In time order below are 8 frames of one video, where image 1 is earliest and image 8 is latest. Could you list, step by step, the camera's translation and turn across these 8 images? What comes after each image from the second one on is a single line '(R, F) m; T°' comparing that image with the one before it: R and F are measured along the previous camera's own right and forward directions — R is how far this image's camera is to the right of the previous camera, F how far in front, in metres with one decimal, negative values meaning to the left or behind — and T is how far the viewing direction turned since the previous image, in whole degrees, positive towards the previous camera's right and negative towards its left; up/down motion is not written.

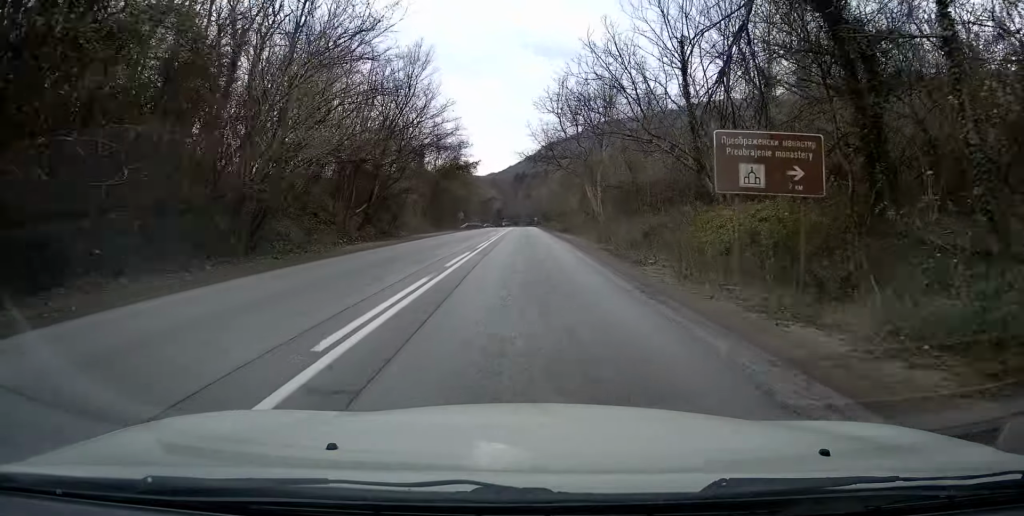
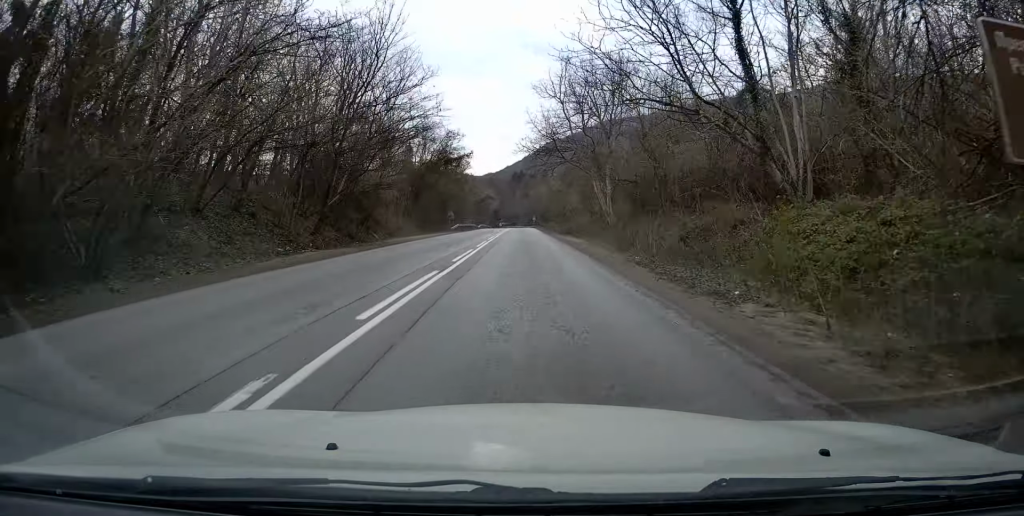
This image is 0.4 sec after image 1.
(-0.1, +7.3) m; -1°
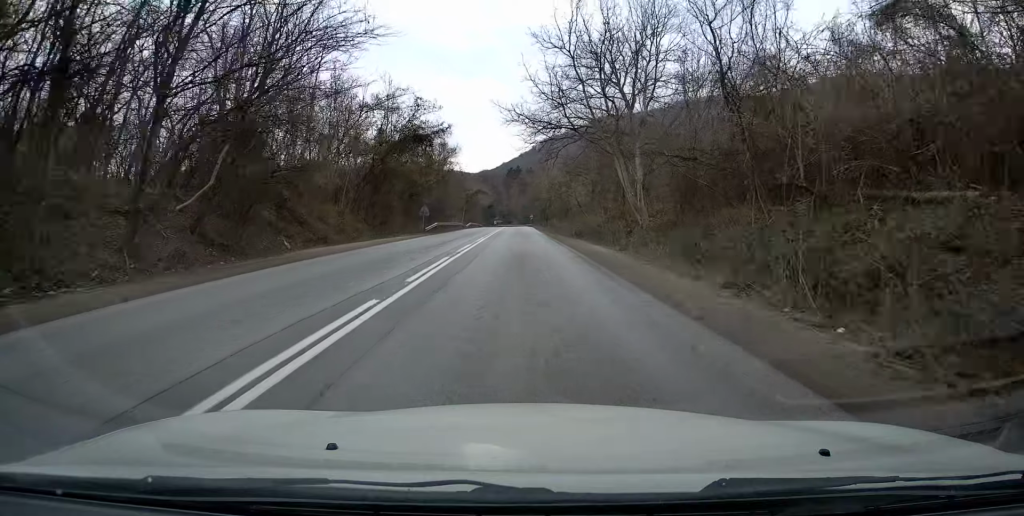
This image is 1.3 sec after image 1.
(-0.1, +13.9) m; 0°
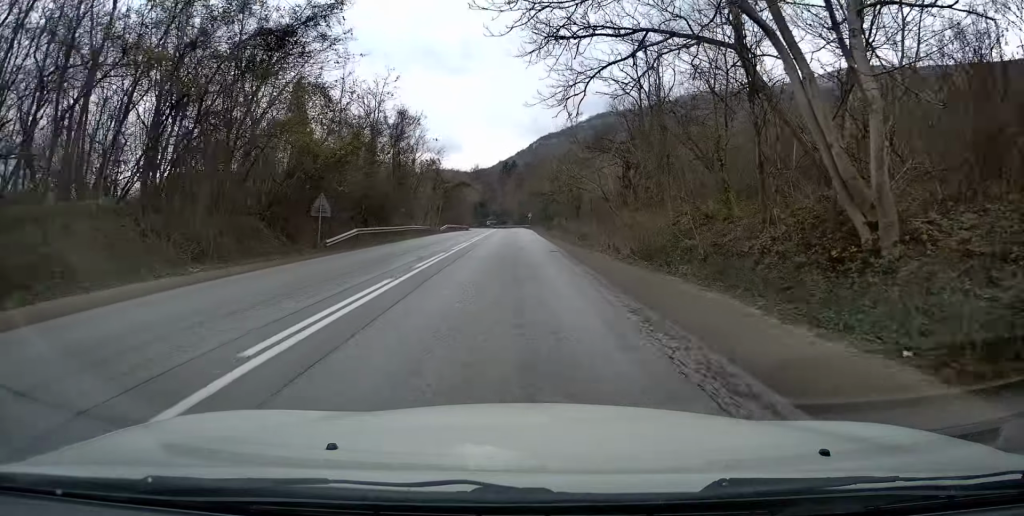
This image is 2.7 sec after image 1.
(+0.2, +23.6) m; +2°
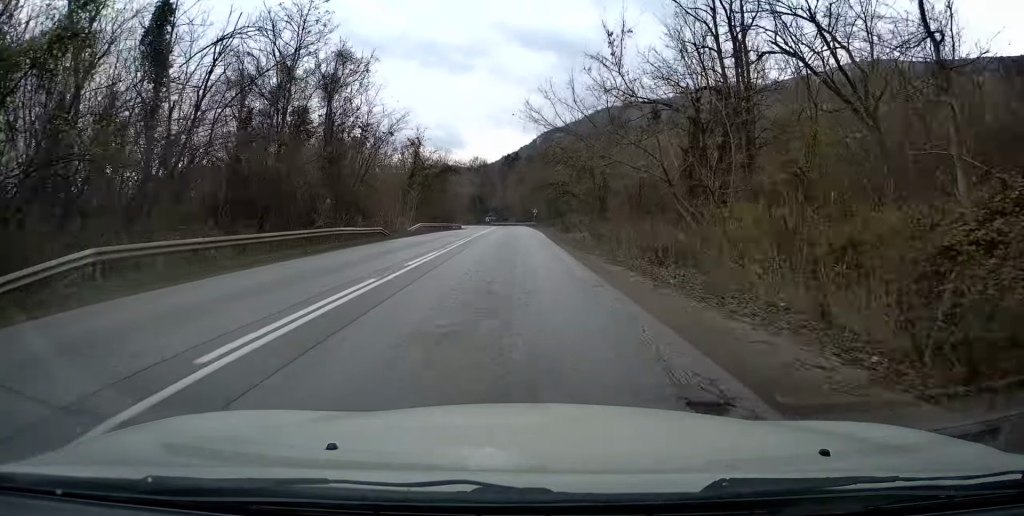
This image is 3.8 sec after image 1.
(+0.2, +18.4) m; +2°
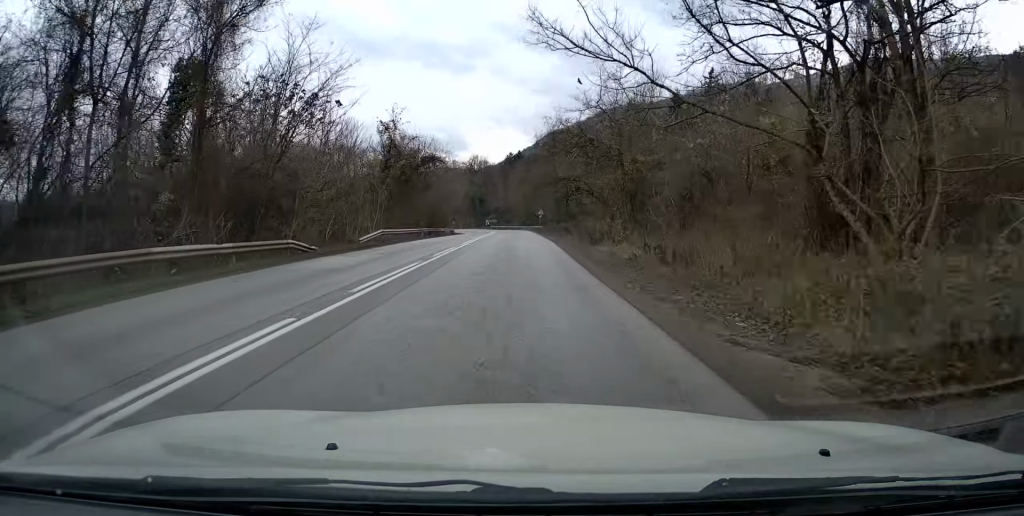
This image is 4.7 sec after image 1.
(+0.2, +13.6) m; -1°
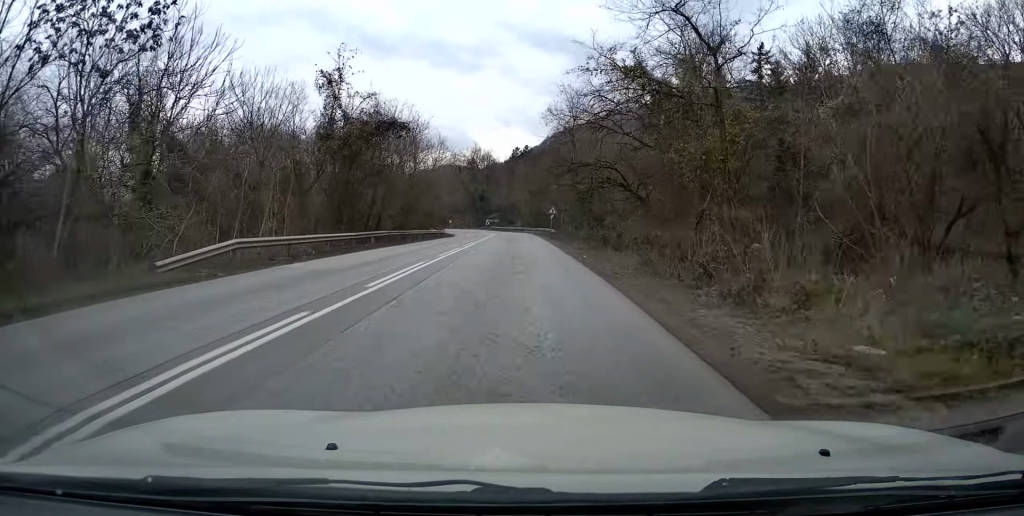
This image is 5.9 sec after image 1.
(-0.4, +17.7) m; -1°
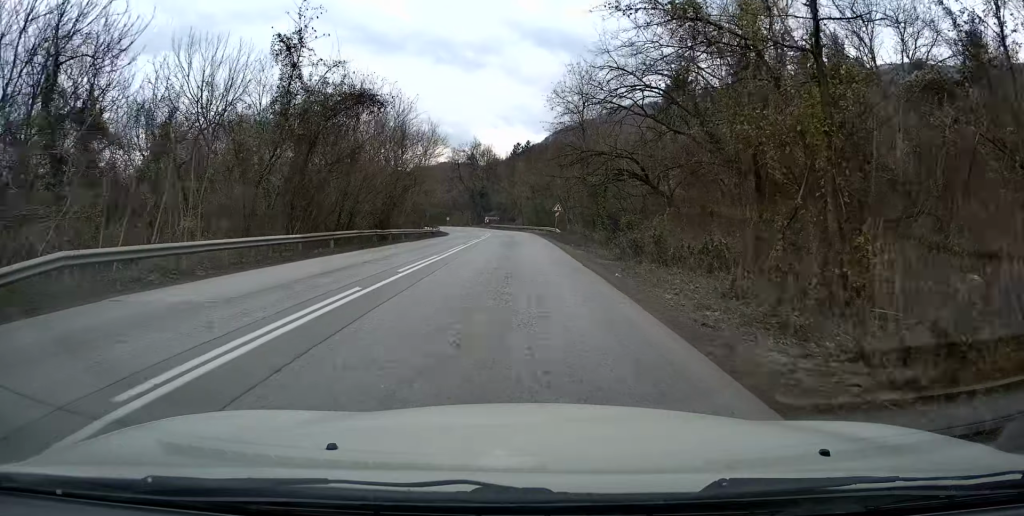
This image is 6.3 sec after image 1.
(+0.1, +6.8) m; 0°
